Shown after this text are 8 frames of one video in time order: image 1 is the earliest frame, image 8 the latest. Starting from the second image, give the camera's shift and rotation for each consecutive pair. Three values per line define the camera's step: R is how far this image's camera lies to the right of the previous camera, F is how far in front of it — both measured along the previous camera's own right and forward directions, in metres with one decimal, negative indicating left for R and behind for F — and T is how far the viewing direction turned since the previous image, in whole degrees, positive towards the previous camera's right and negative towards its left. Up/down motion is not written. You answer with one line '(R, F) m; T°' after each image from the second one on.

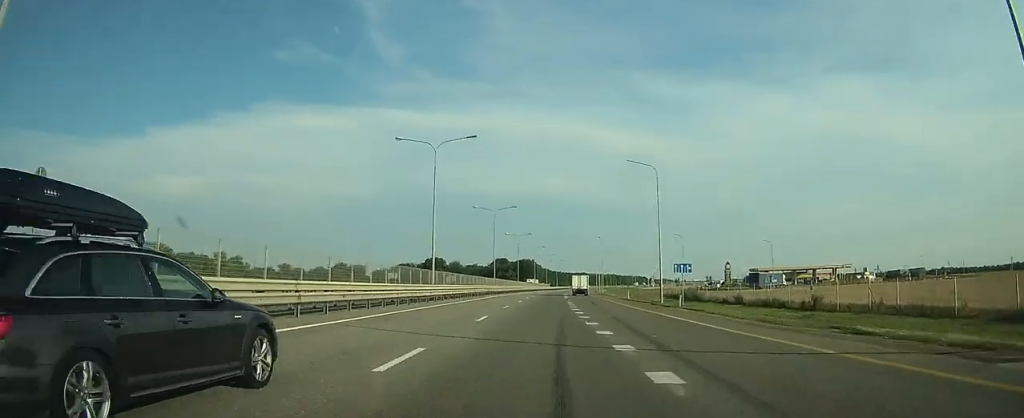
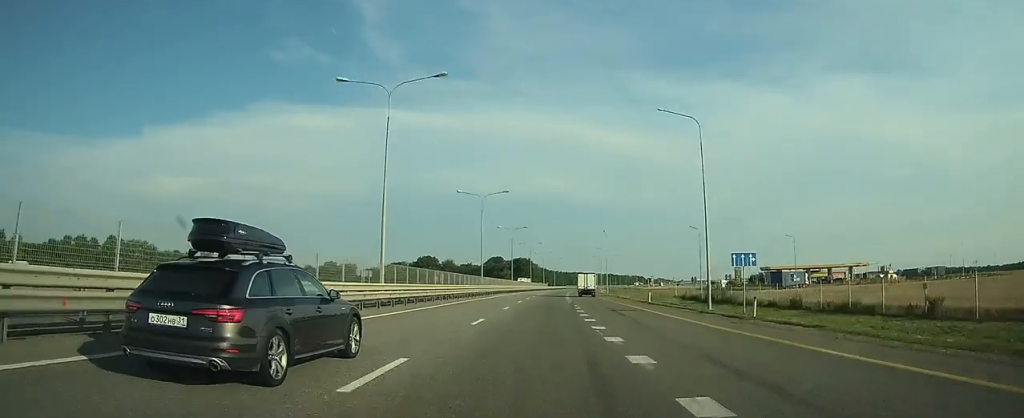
(0.0, +13.6) m; 0°
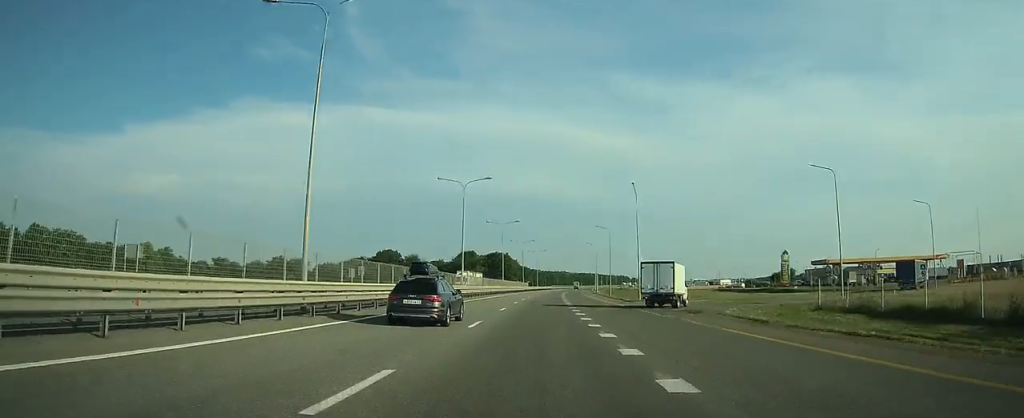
(+0.4, +49.6) m; +1°
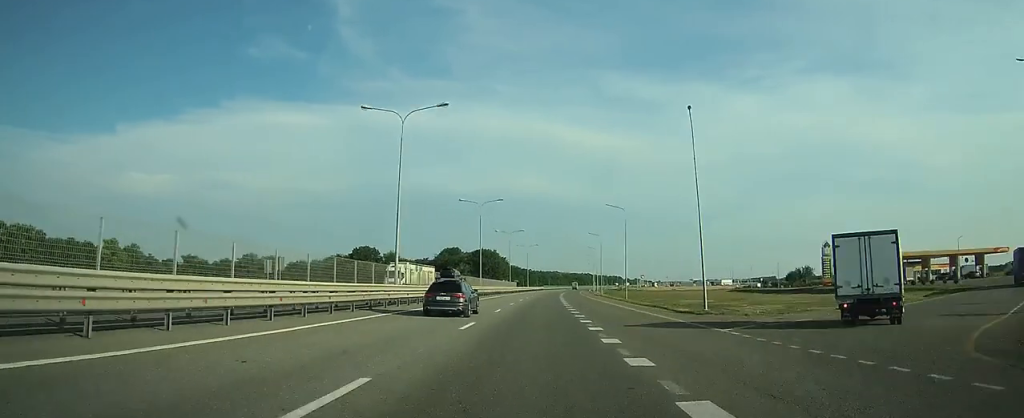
(+0.2, +25.1) m; +1°
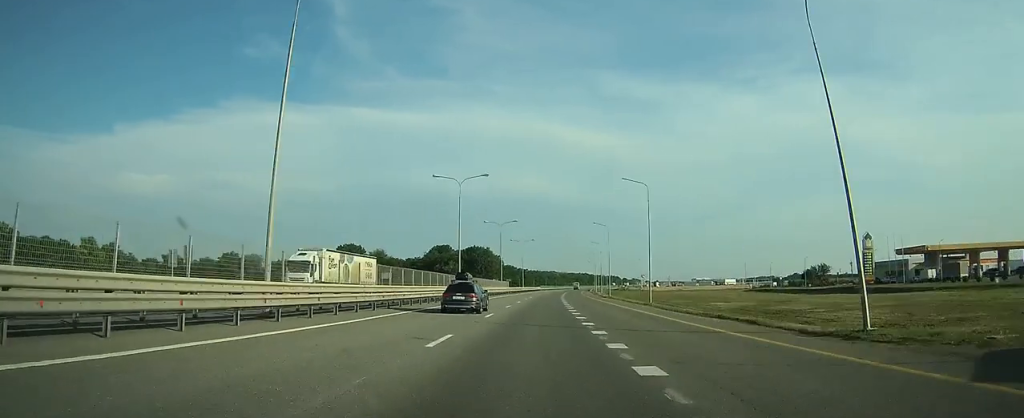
(+0.1, +16.9) m; +1°
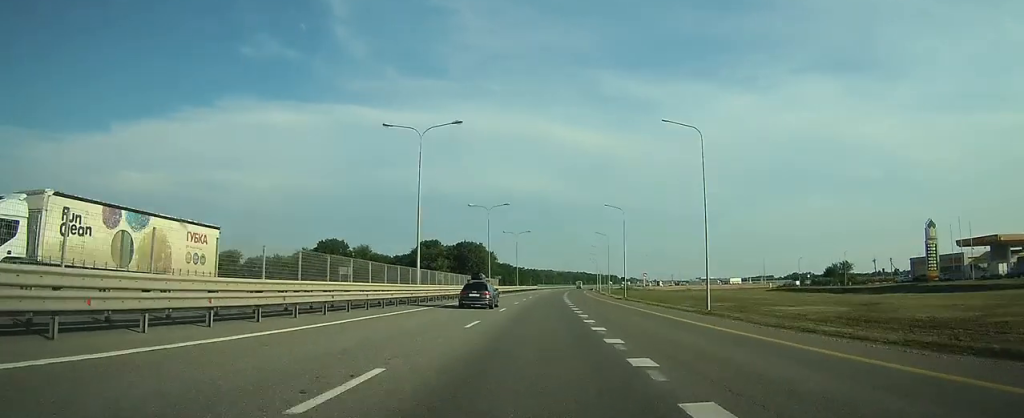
(0.0, +18.8) m; +1°
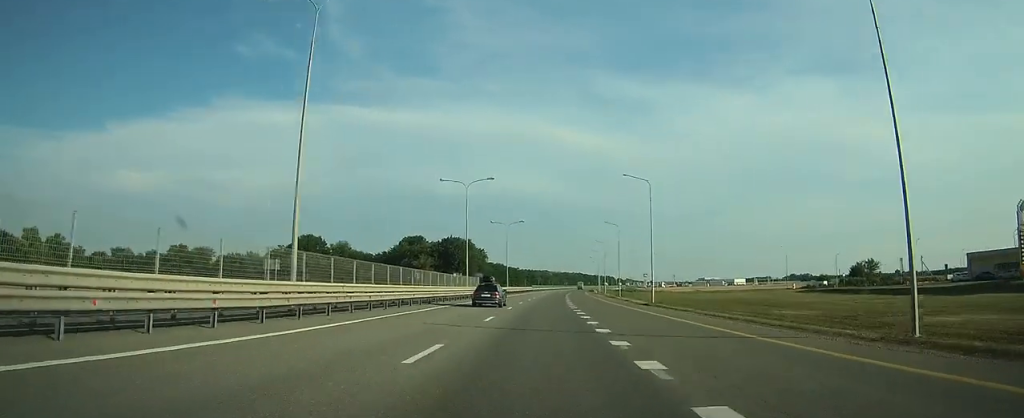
(+0.2, +19.9) m; +1°
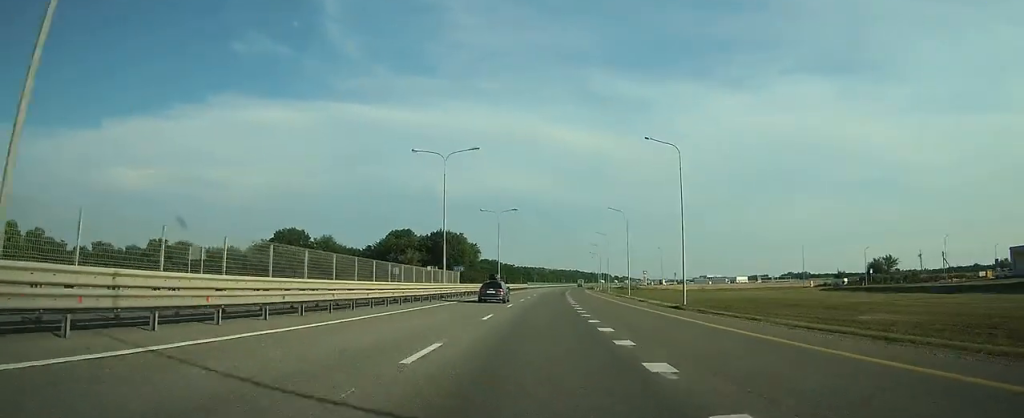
(0.0, +12.4) m; 0°
